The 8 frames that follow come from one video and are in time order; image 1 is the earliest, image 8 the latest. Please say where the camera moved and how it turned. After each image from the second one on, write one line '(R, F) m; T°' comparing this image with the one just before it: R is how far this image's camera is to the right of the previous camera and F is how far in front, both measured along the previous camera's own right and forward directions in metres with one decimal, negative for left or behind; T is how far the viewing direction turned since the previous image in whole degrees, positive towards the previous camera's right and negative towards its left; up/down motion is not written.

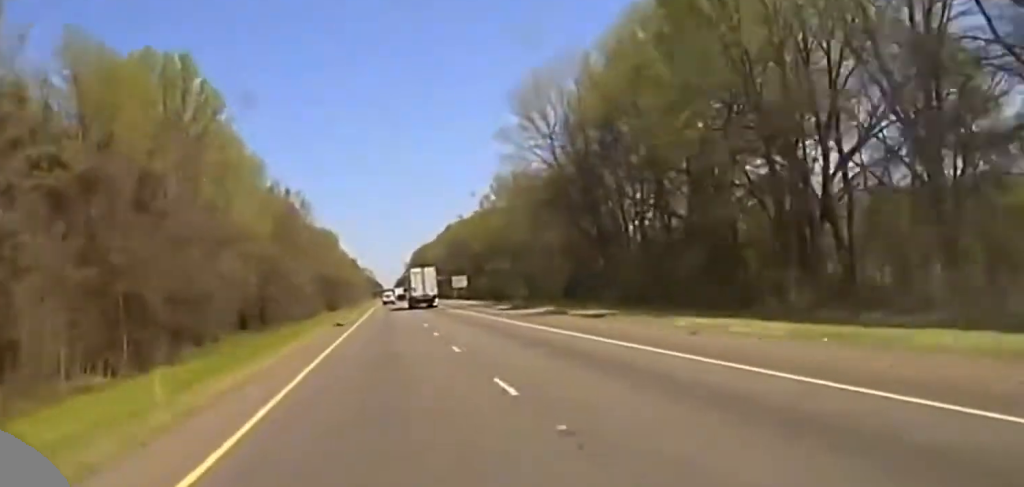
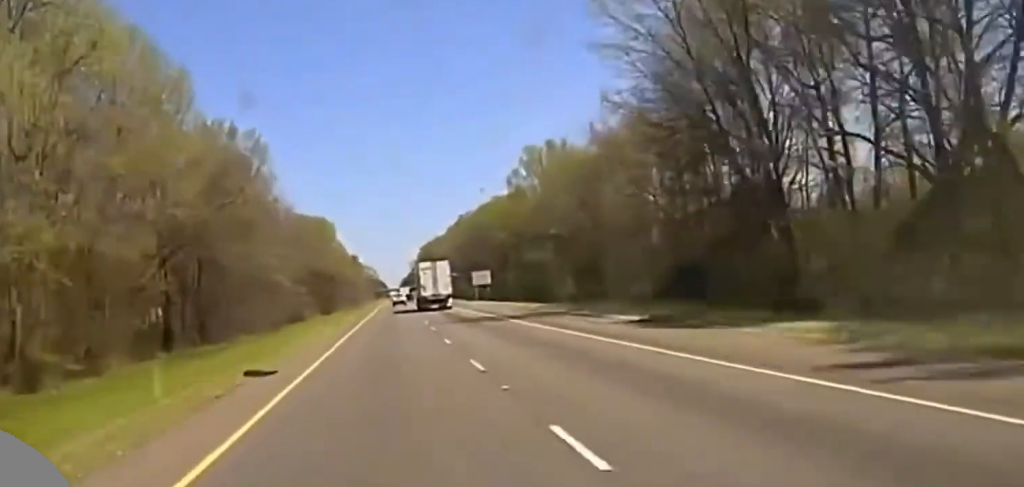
(-0.3, +45.8) m; -1°
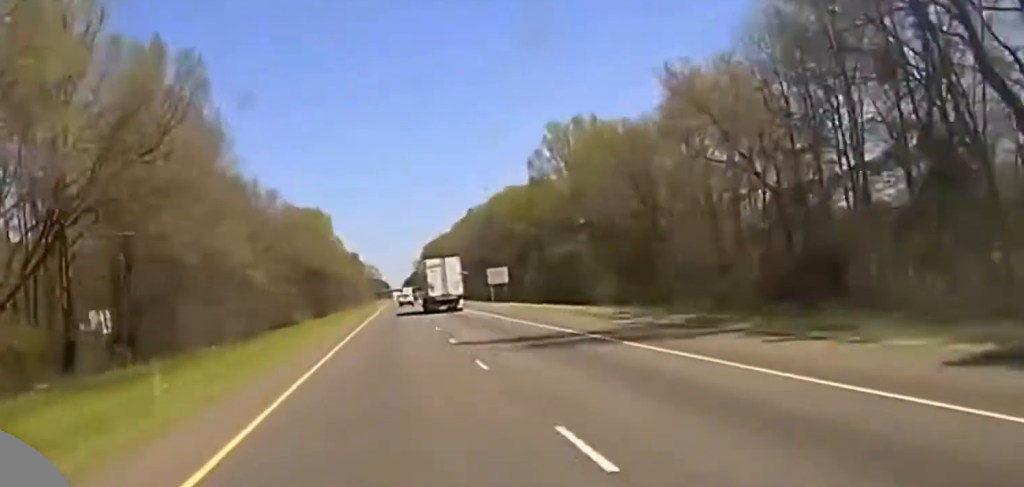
(-0.2, +24.9) m; 0°
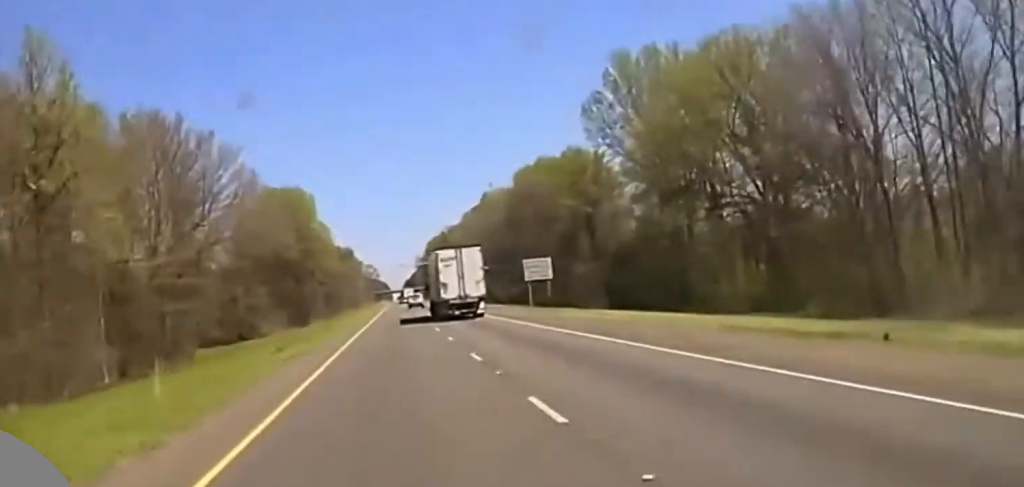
(+0.2, +45.9) m; 0°
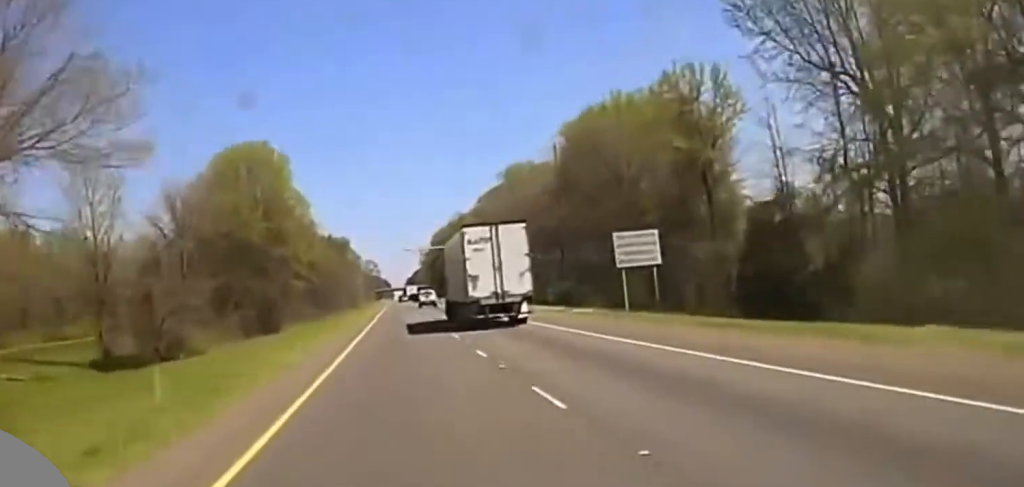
(0.0, +51.7) m; 0°
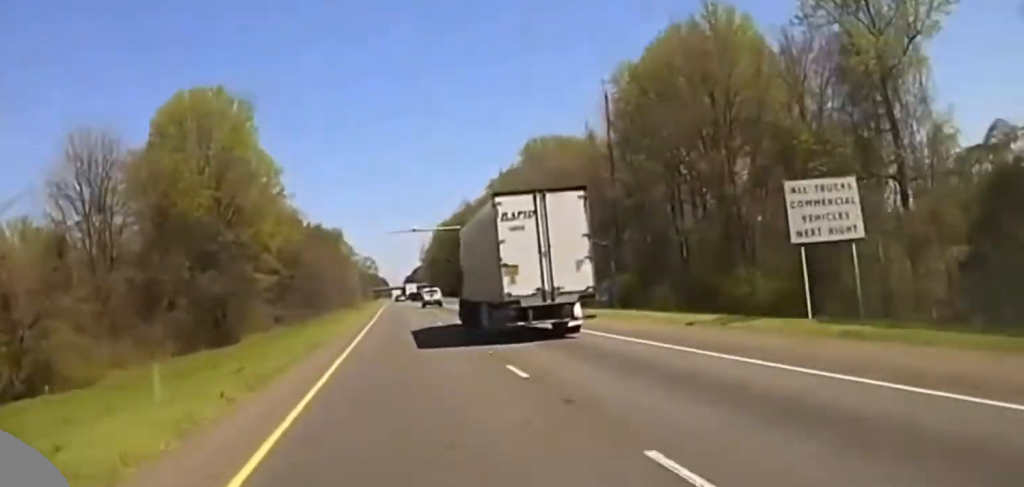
(0.0, +31.7) m; 0°
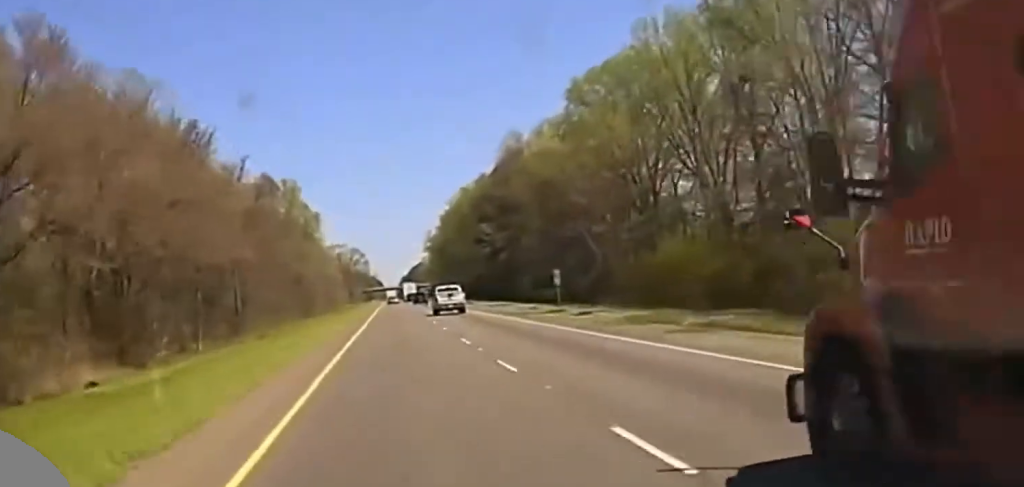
(+0.7, +102.0) m; +1°
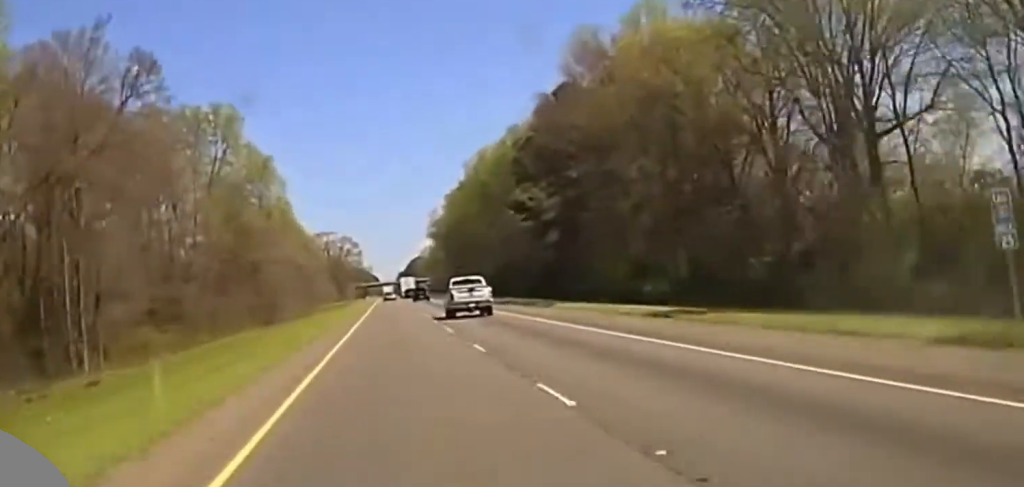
(-0.1, +52.9) m; 0°
